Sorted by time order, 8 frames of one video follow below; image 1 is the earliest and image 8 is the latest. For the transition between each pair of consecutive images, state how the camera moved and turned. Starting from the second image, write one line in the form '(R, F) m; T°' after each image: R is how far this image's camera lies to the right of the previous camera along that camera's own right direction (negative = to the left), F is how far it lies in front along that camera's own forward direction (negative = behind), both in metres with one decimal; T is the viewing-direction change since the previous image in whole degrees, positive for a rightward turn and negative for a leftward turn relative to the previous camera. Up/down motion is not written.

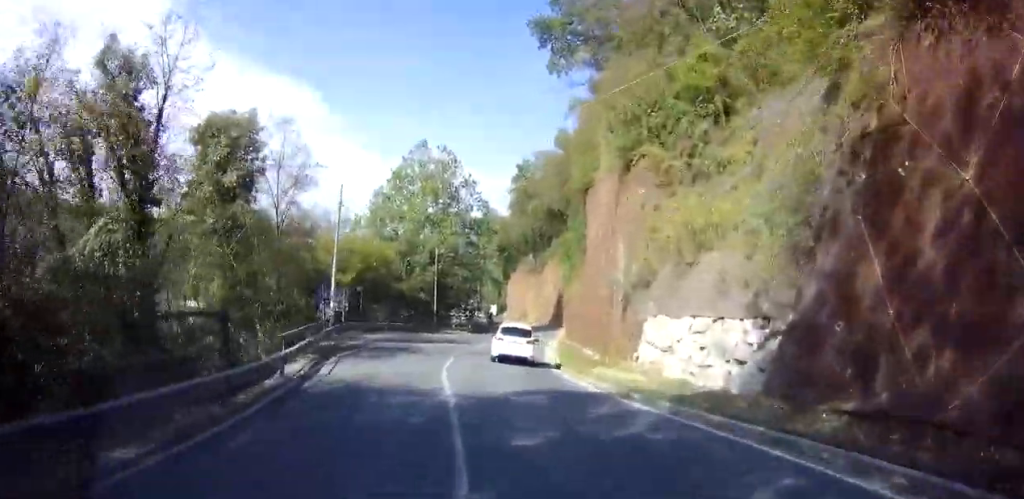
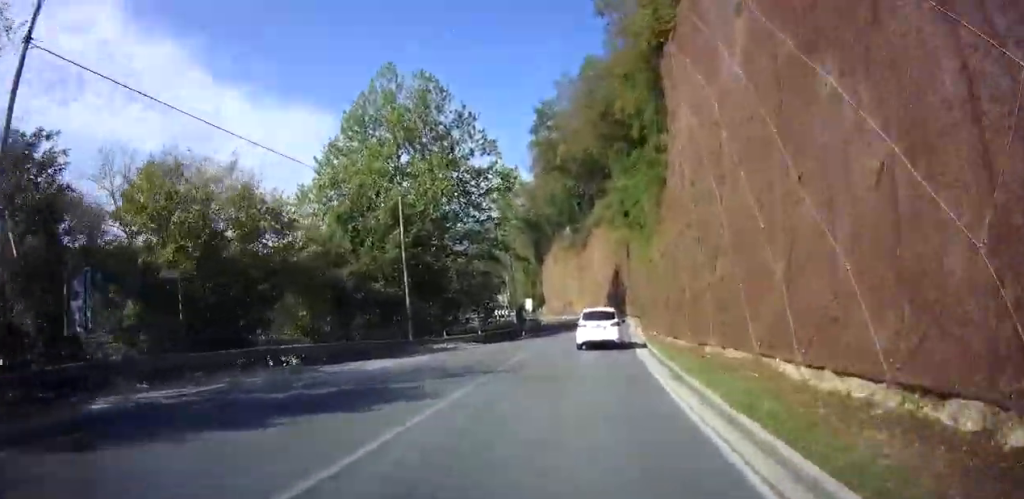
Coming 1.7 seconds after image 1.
(-1.4, +21.4) m; -7°
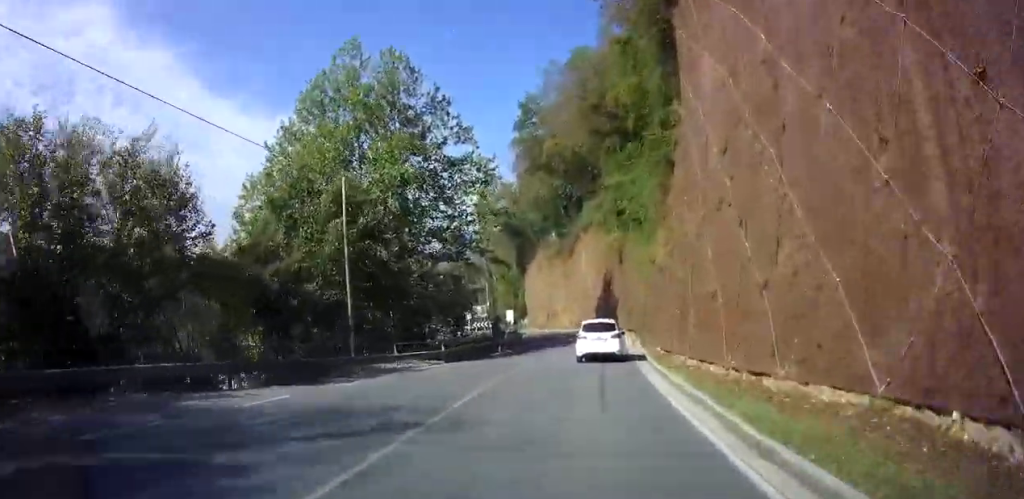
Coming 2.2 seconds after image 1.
(-0.5, +5.8) m; 0°
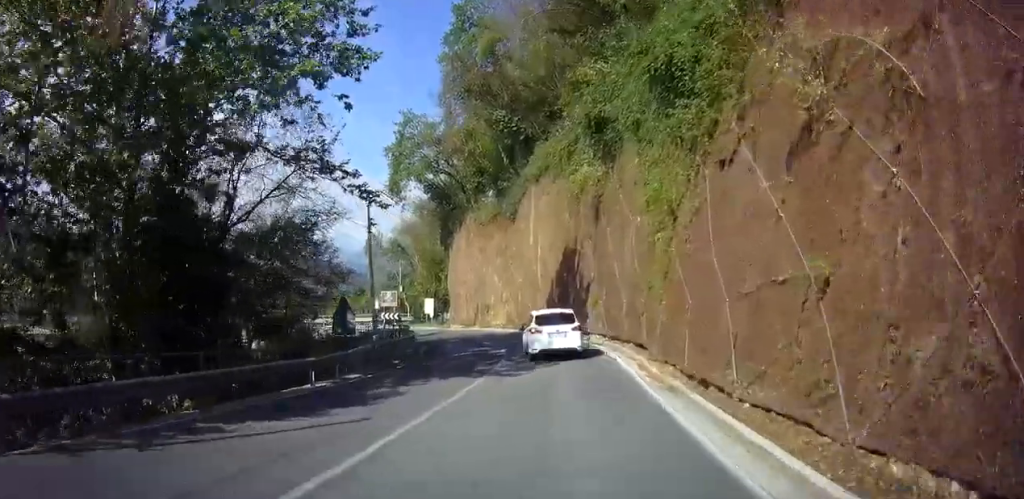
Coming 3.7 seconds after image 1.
(+1.1, +17.8) m; +5°
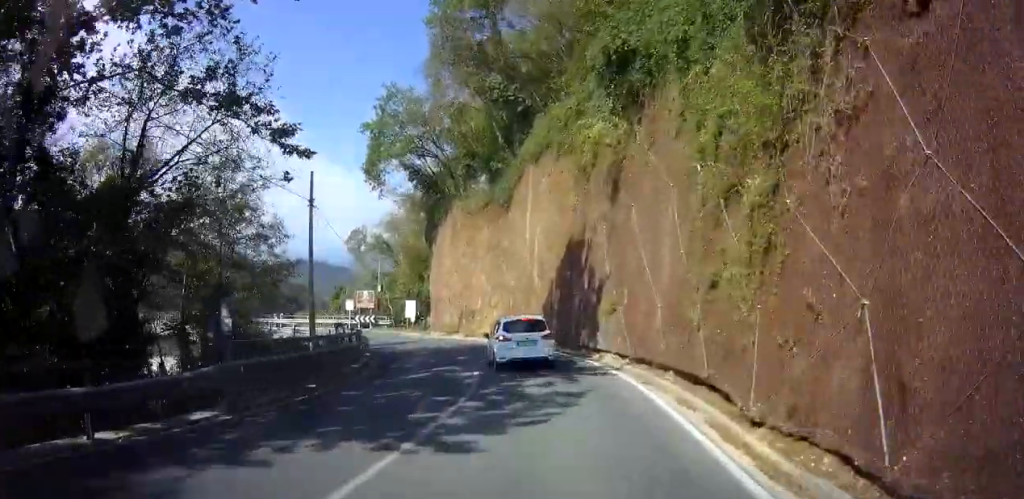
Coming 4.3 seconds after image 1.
(0.0, +6.8) m; 0°
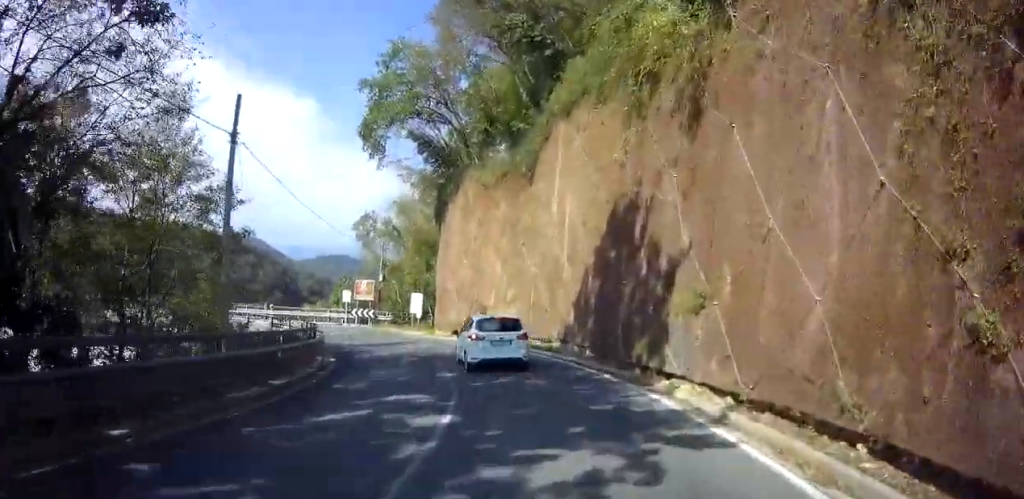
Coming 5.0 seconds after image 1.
(0.0, +7.5) m; -3°
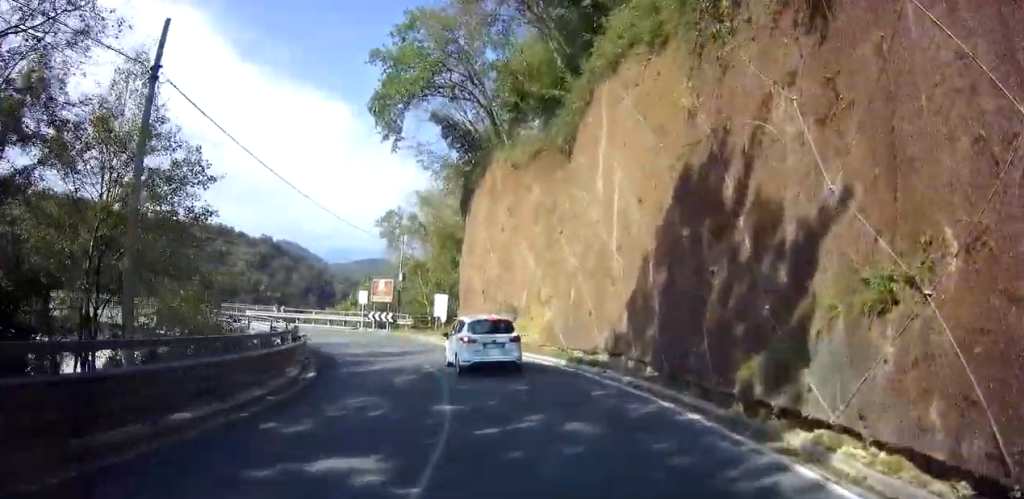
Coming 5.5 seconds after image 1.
(+0.2, +5.2) m; -3°
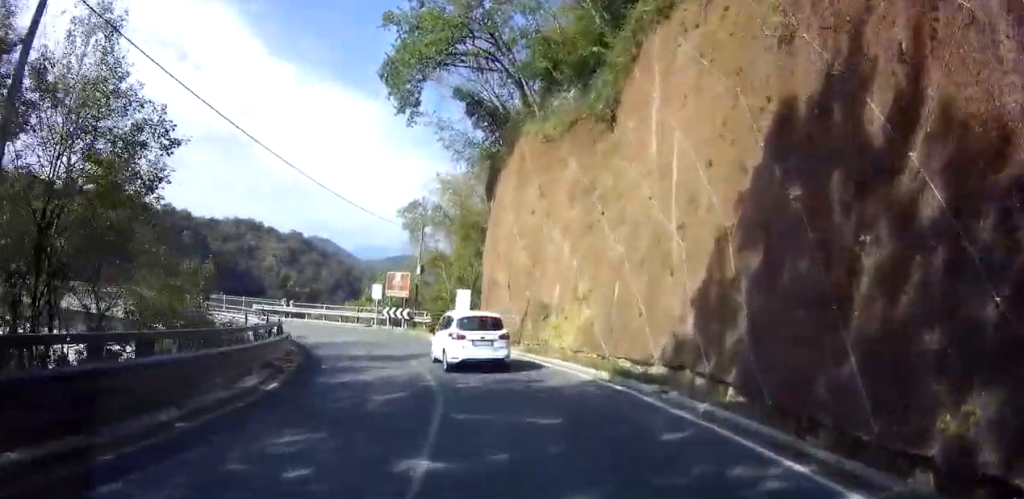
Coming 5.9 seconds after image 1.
(-0.5, +4.5) m; -4°
